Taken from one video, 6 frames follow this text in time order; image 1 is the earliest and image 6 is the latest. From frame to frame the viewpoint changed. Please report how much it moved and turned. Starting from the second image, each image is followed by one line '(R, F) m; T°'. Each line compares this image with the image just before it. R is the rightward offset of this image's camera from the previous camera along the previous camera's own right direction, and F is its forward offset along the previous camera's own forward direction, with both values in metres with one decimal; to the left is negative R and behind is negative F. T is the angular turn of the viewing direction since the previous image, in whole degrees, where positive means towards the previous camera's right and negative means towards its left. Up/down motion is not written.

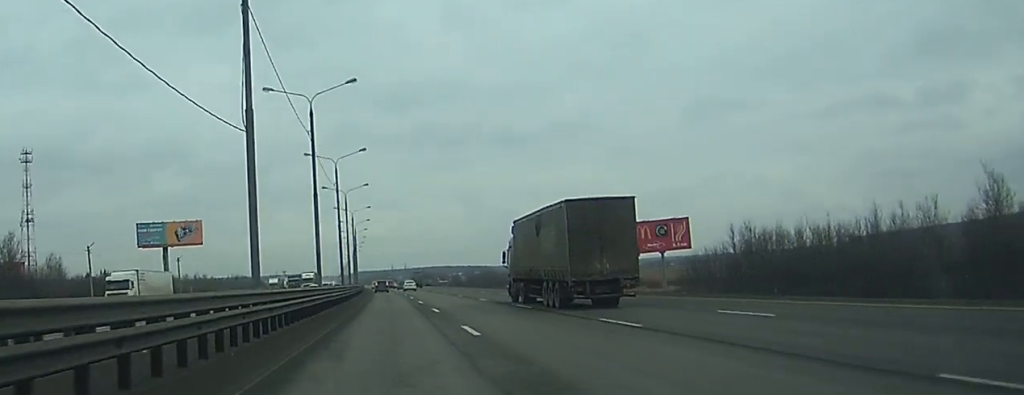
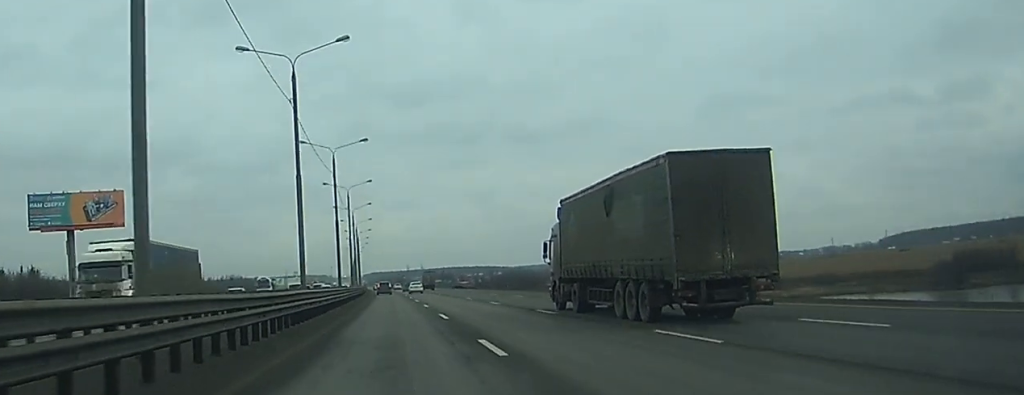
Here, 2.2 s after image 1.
(-0.6, +70.8) m; -1°
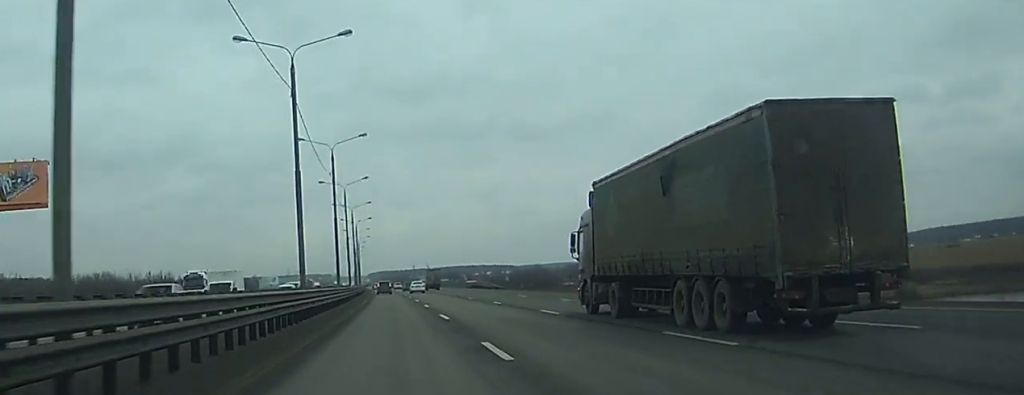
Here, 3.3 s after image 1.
(0.0, +33.4) m; 0°
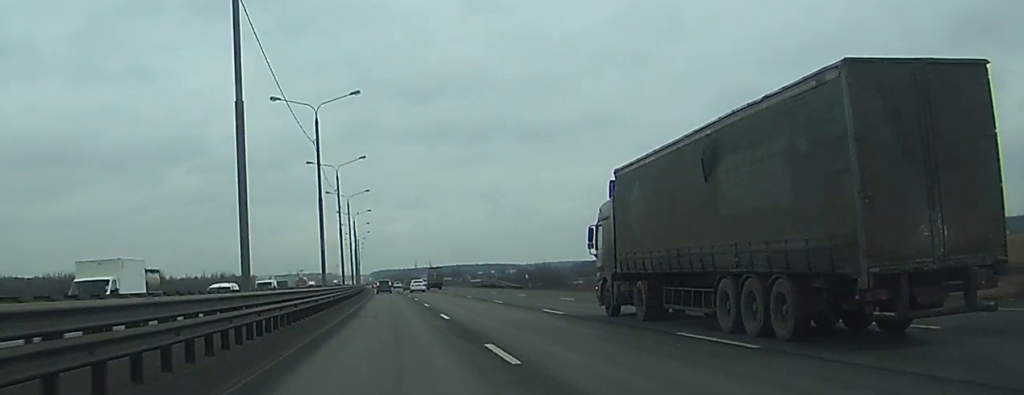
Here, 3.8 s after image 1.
(0.0, +16.7) m; 0°
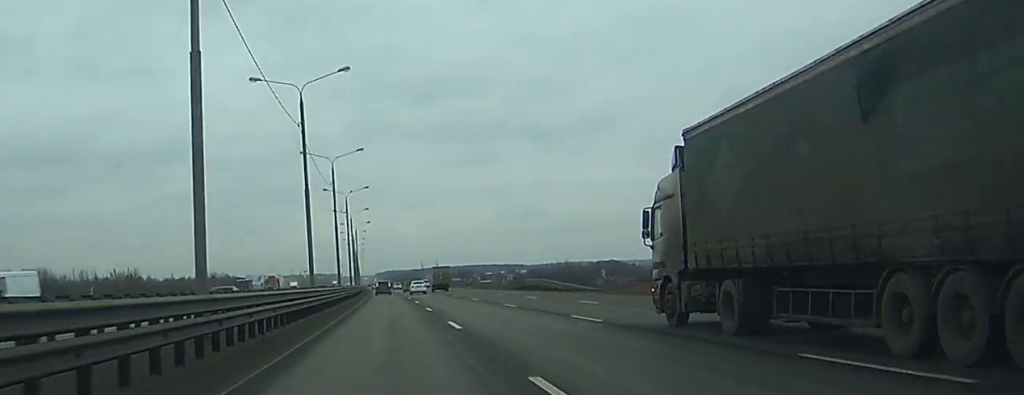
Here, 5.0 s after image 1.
(-0.3, +37.7) m; -1°
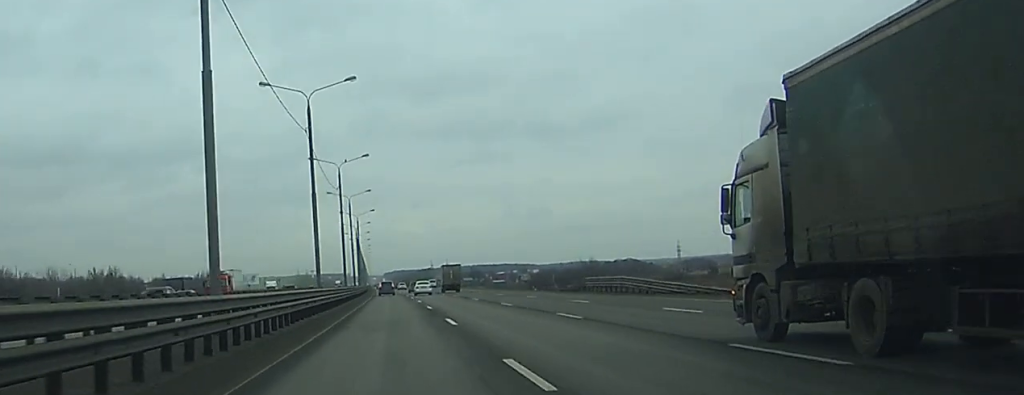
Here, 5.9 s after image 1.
(-0.1, +29.4) m; 0°
